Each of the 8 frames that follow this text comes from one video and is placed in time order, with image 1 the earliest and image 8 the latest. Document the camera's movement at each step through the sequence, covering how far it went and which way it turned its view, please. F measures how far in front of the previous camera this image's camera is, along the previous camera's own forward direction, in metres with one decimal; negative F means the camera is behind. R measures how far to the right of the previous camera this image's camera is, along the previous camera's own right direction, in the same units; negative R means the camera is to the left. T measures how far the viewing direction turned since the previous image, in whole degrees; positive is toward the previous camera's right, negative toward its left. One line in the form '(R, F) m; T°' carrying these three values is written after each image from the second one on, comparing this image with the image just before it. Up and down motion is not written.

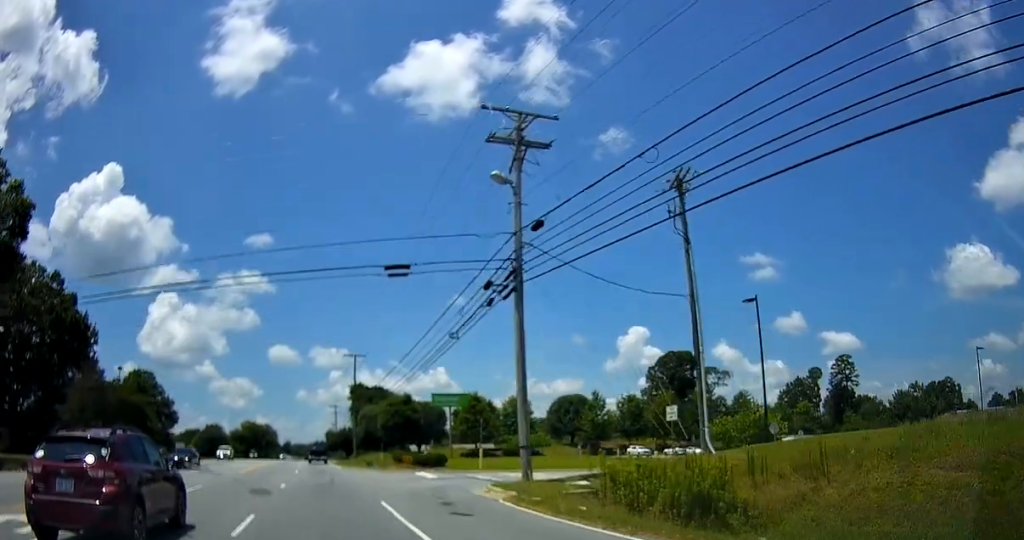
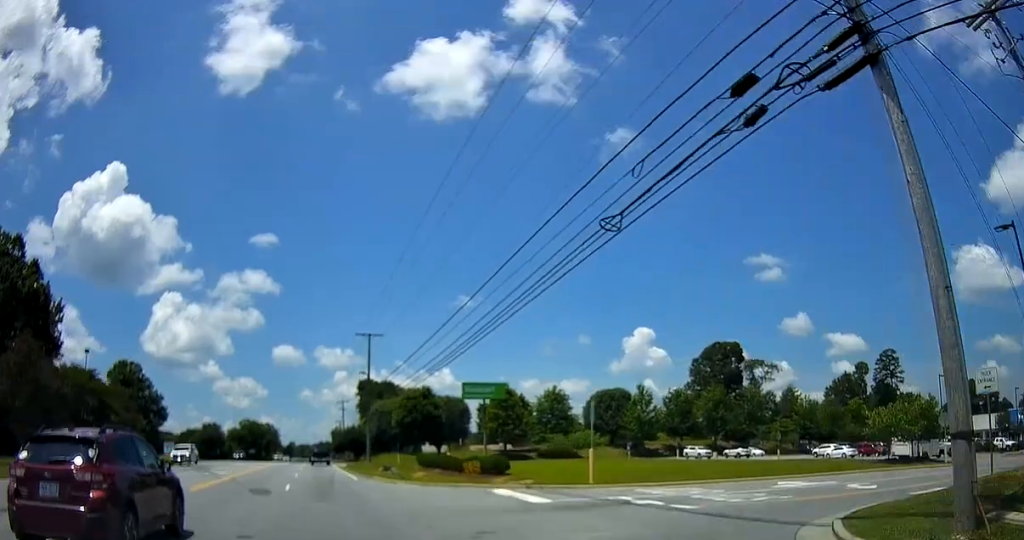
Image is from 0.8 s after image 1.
(0.0, +15.1) m; -1°
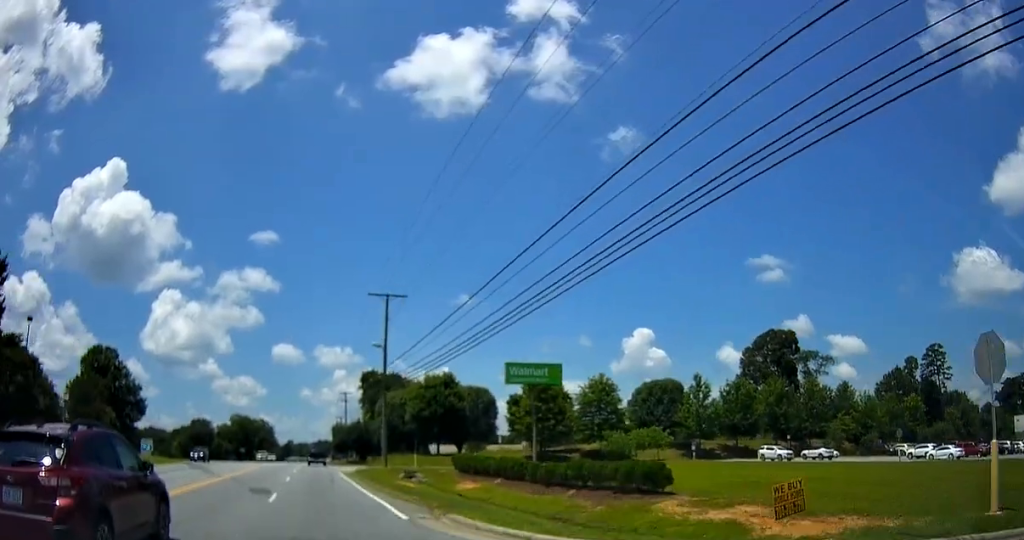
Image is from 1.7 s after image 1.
(-0.1, +16.5) m; -1°
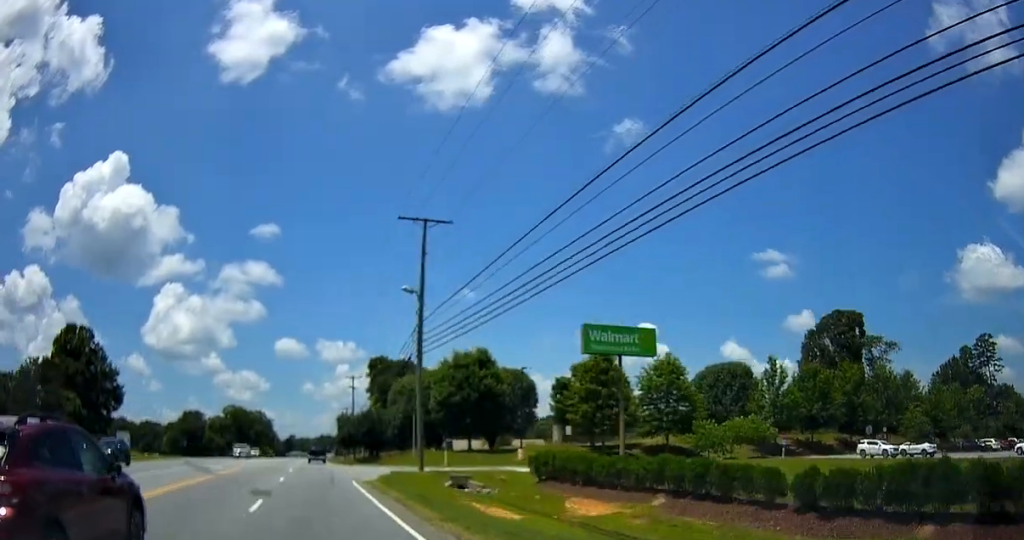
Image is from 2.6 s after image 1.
(-0.4, +15.6) m; 0°
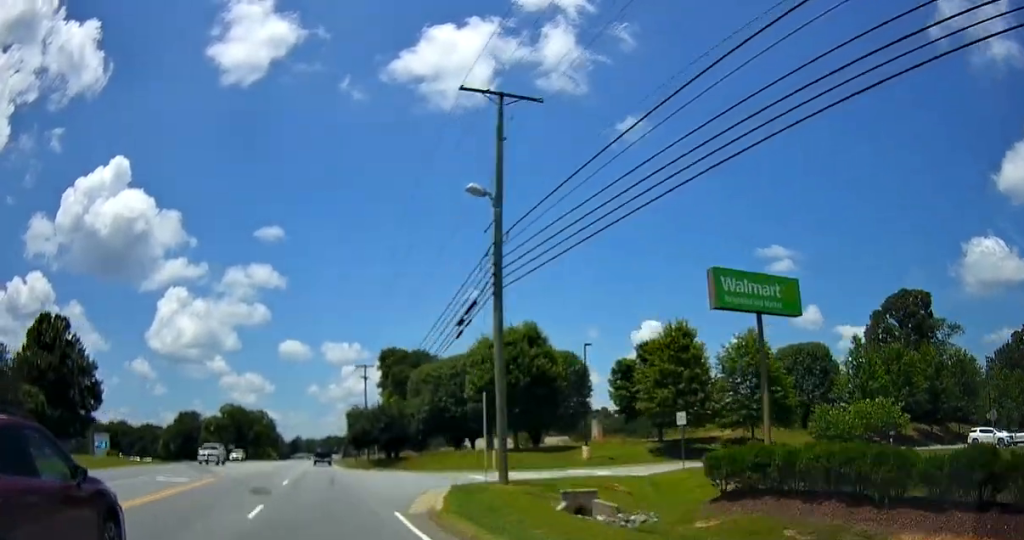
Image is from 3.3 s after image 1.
(+0.4, +13.3) m; 0°
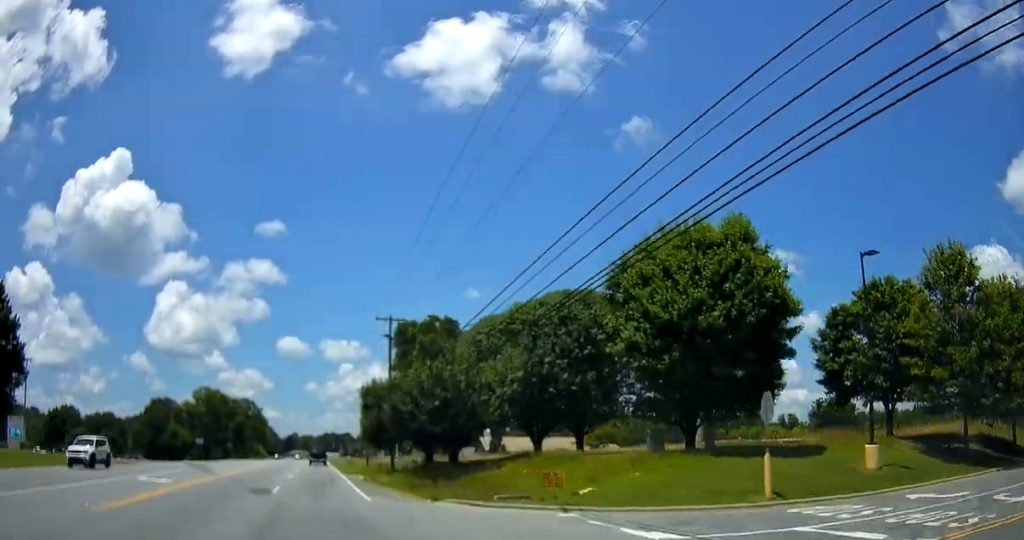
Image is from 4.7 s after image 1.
(-0.4, +26.7) m; -1°
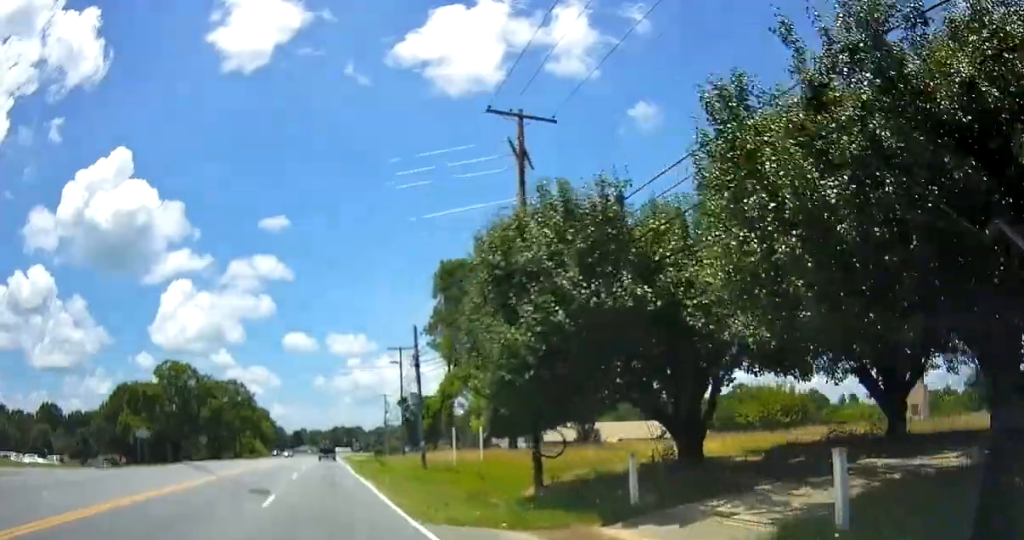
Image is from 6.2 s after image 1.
(+0.4, +30.2) m; 0°
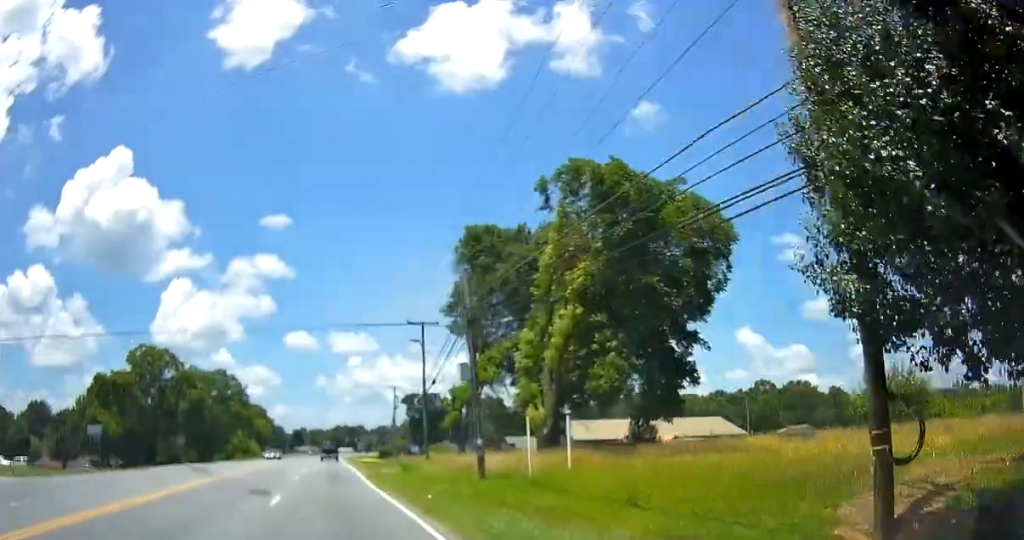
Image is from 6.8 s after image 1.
(-0.1, +11.7) m; 0°
